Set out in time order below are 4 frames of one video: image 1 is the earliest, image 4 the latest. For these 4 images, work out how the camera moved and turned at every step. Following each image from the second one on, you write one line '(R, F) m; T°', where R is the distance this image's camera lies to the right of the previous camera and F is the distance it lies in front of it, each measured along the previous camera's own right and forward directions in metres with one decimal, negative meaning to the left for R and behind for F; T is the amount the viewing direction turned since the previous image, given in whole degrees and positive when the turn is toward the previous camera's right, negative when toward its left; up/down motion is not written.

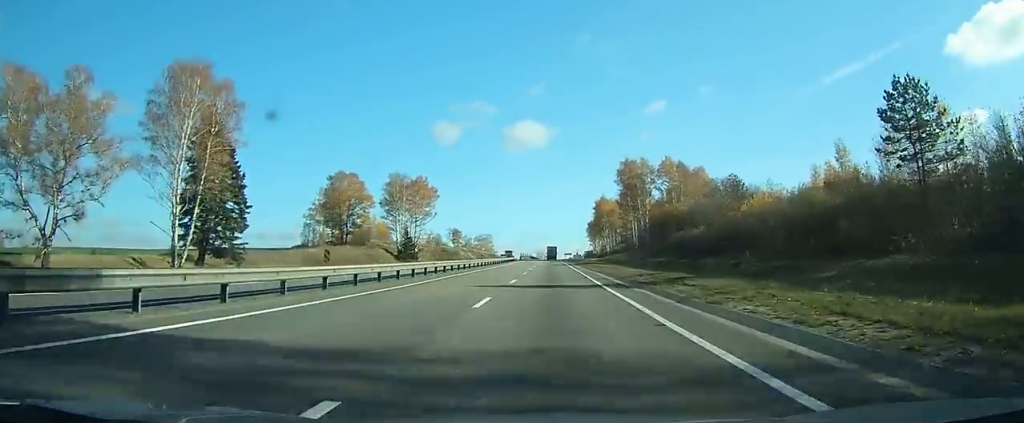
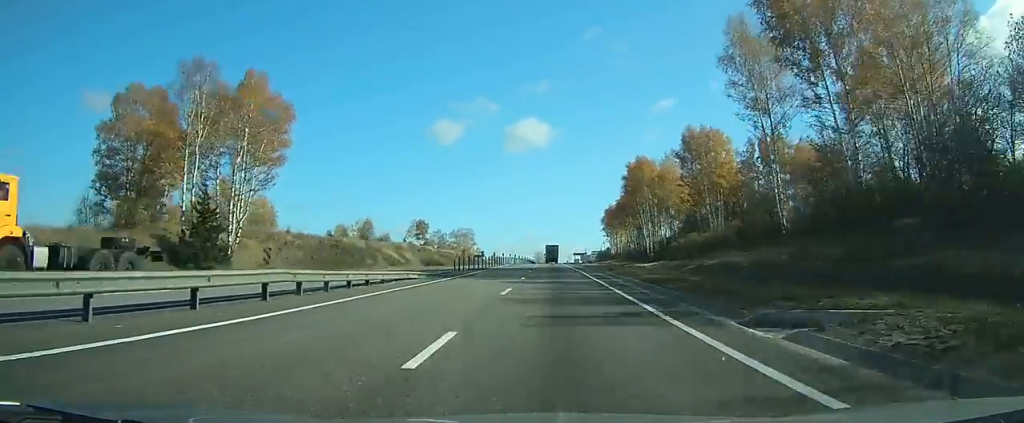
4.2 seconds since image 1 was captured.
(+0.2, +91.4) m; 0°
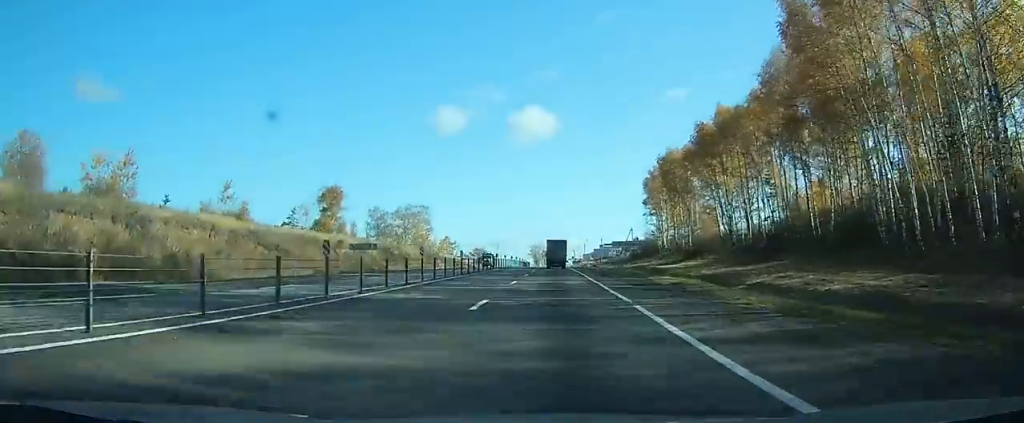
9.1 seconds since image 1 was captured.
(-0.1, +102.3) m; 0°
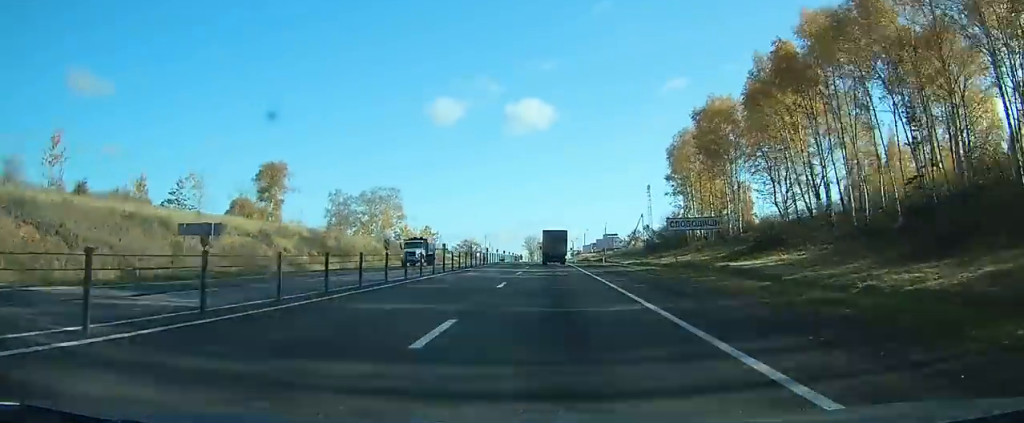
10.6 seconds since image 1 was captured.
(+0.1, +28.6) m; 0°
